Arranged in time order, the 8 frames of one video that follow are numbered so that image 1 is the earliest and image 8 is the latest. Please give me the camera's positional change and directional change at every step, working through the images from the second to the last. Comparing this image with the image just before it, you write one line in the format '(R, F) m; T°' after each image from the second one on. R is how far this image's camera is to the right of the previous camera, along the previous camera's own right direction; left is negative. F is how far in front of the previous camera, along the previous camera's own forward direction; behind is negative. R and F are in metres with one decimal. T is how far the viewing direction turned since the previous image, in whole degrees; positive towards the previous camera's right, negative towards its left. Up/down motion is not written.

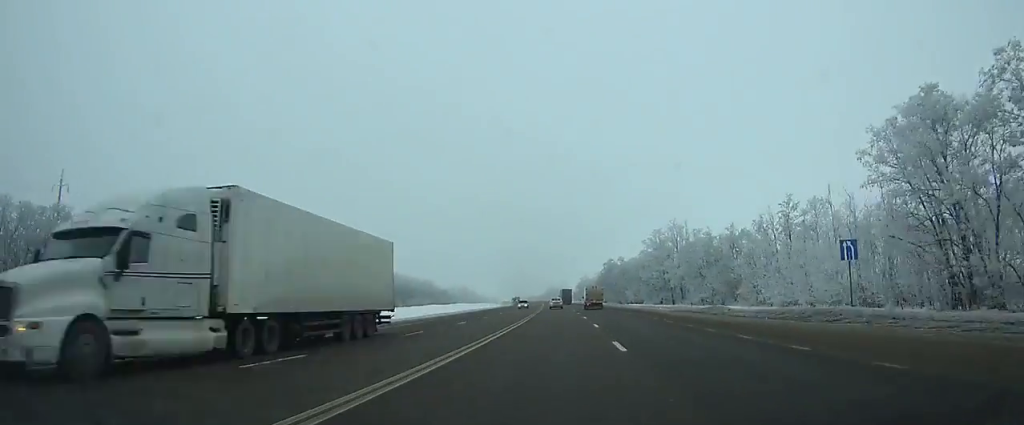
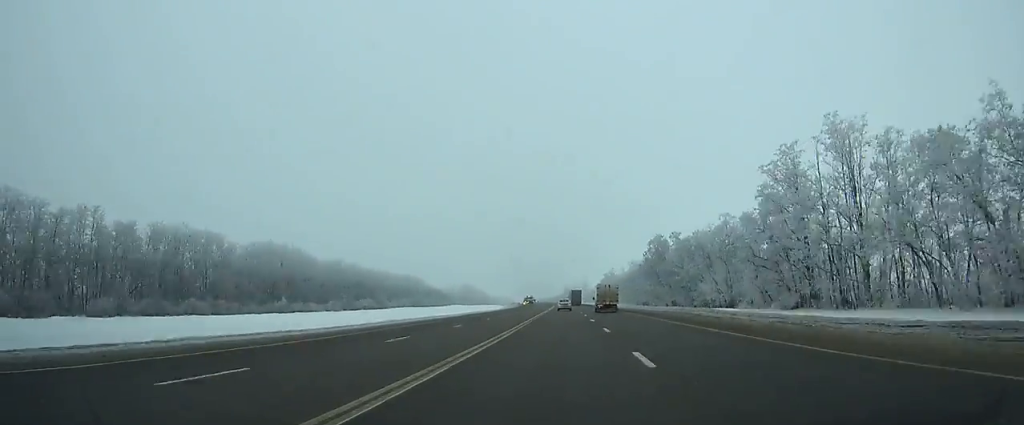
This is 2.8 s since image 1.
(-0.7, +63.7) m; -1°
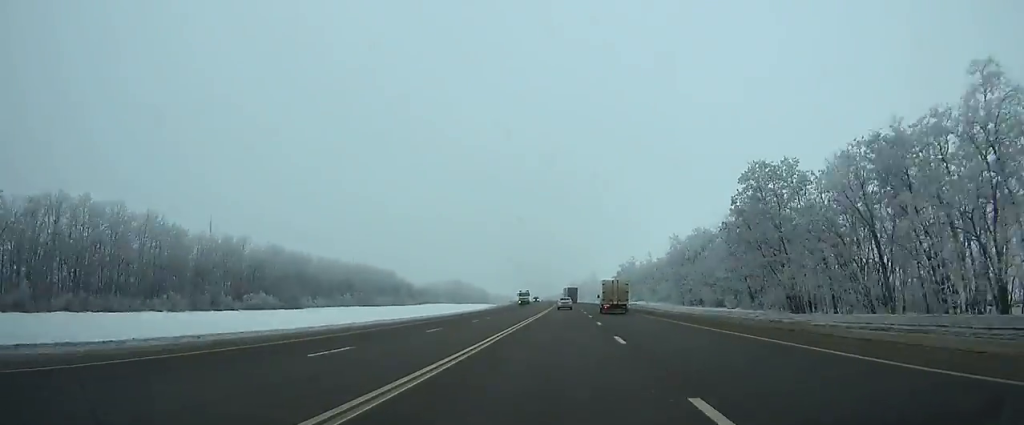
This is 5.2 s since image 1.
(-0.3, +55.1) m; -1°
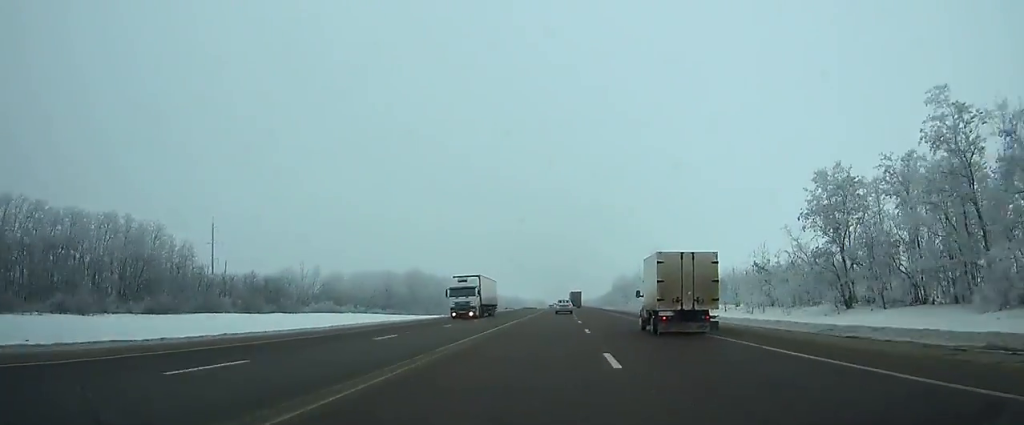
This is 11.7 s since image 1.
(-4.4, +152.2) m; -4°
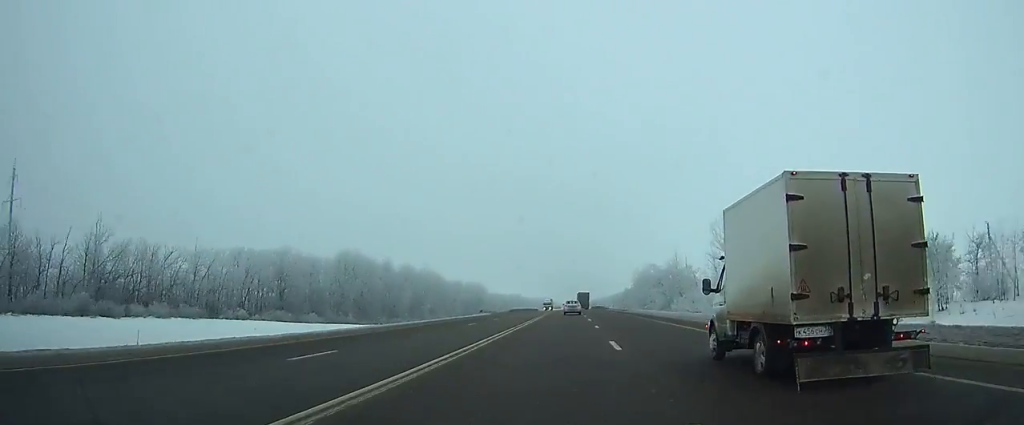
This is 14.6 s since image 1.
(-0.9, +69.6) m; -1°
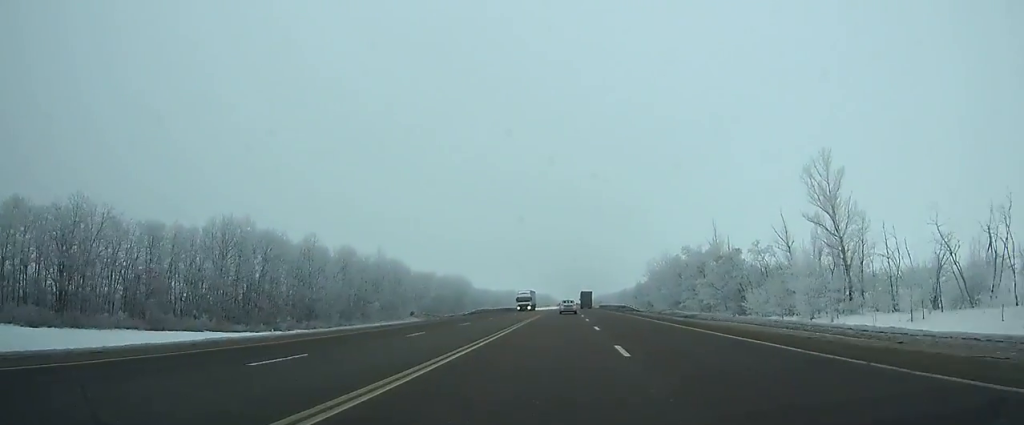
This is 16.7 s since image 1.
(0.0, +51.1) m; 0°
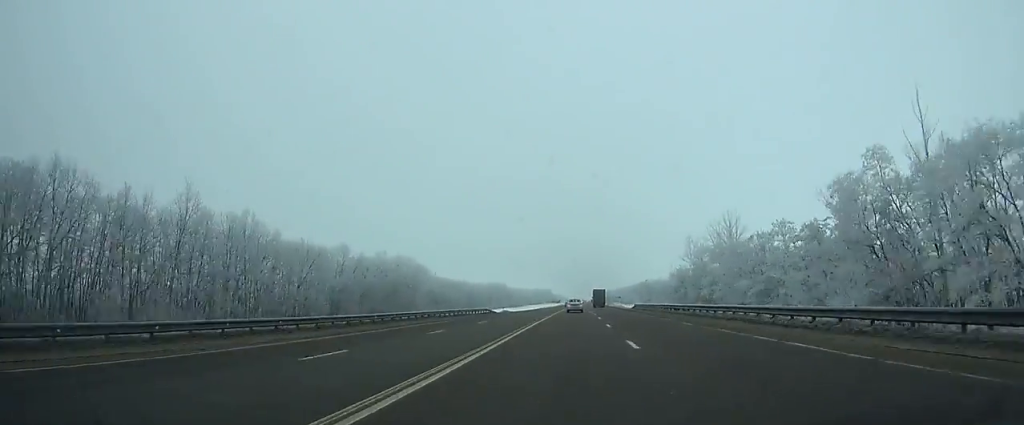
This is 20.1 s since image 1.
(+0.2, +84.0) m; +1°
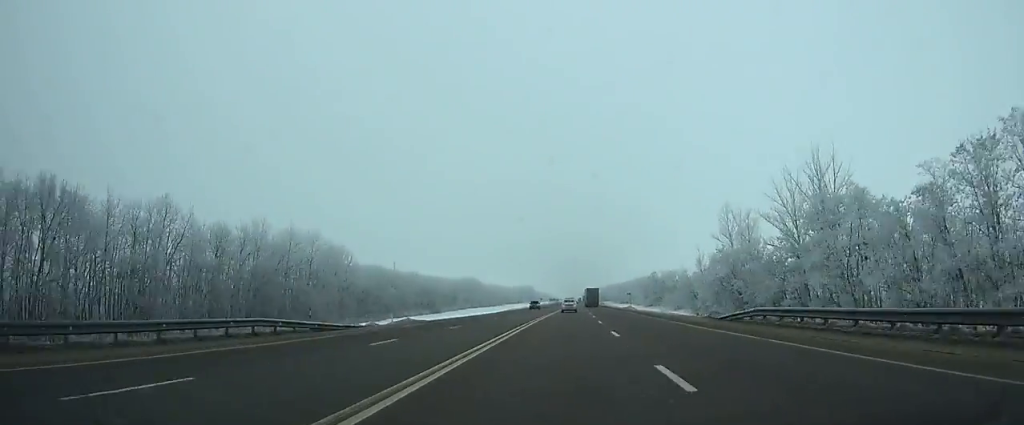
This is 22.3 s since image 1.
(+0.4, +54.9) m; +1°
